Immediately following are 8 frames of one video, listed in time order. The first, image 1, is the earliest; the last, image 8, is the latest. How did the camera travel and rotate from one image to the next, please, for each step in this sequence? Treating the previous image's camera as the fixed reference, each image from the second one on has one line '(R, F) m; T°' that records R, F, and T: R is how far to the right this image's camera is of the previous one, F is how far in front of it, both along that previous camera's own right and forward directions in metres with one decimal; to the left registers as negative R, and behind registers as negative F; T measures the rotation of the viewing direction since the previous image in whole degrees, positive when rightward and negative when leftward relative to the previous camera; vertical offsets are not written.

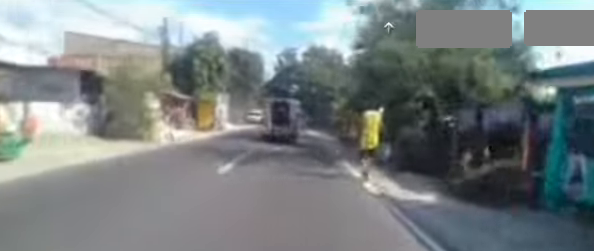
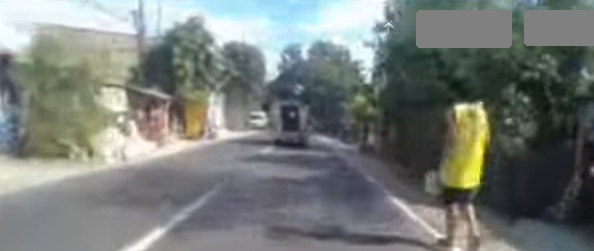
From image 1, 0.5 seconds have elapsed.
(0.0, +3.8) m; +1°
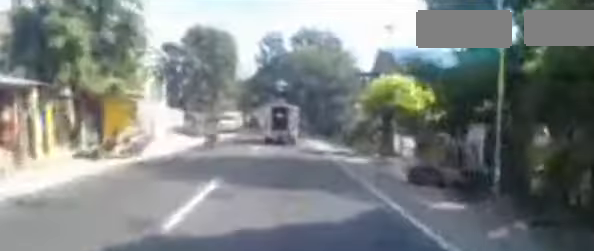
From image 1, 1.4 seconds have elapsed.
(+0.4, +7.8) m; +3°
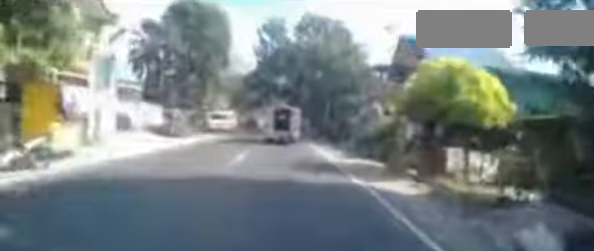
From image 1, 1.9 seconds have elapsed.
(0.0, +4.3) m; 0°
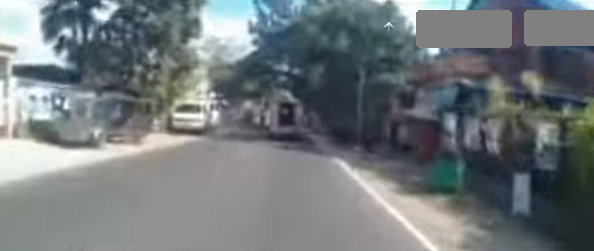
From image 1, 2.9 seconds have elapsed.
(0.0, +9.1) m; 0°
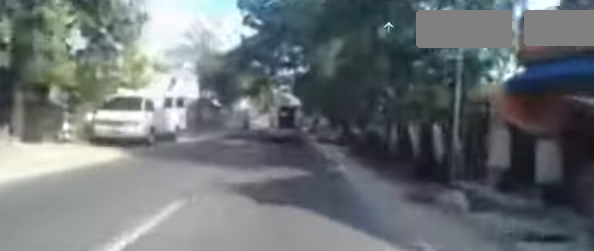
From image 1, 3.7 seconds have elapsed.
(0.0, +6.9) m; 0°
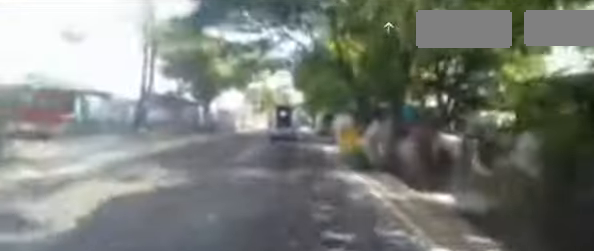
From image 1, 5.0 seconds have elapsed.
(0.0, +11.3) m; 0°
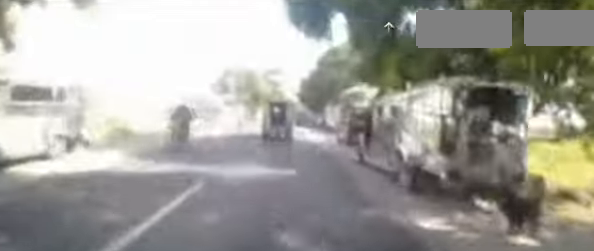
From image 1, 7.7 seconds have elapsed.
(+0.5, +24.3) m; -2°
